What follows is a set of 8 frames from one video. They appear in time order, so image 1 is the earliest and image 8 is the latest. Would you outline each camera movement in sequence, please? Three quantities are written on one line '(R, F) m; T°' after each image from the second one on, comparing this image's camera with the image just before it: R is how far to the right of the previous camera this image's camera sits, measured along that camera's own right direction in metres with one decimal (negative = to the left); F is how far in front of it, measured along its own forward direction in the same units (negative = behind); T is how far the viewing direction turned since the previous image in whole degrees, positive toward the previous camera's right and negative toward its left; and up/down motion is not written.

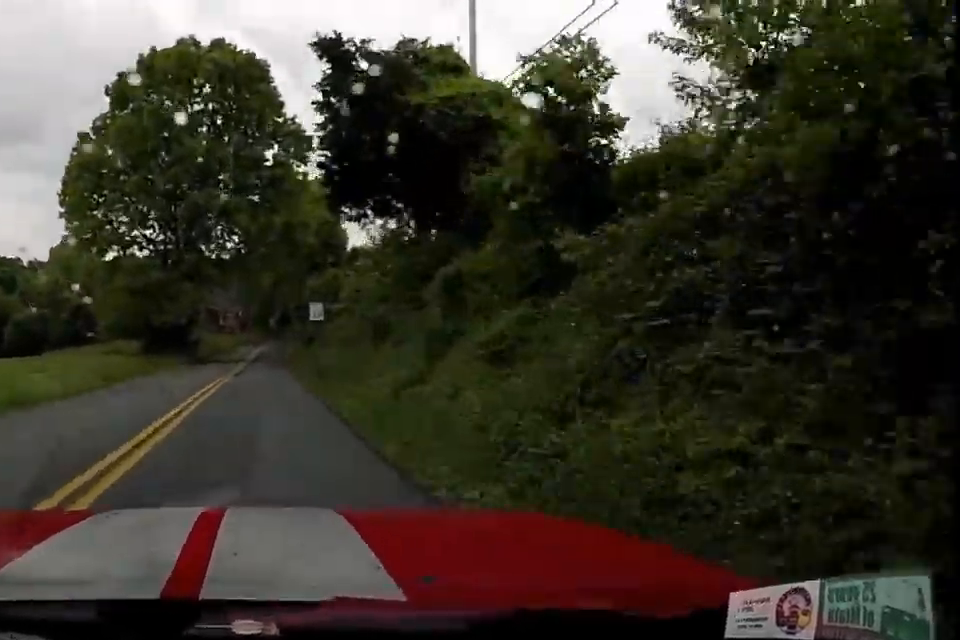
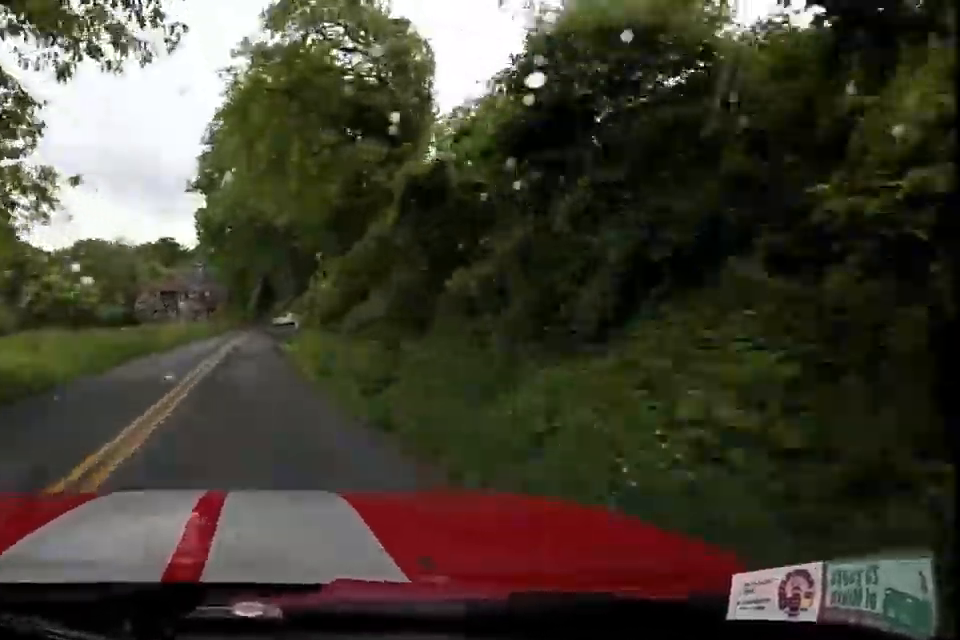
(+3.2, +27.5) m; +25°
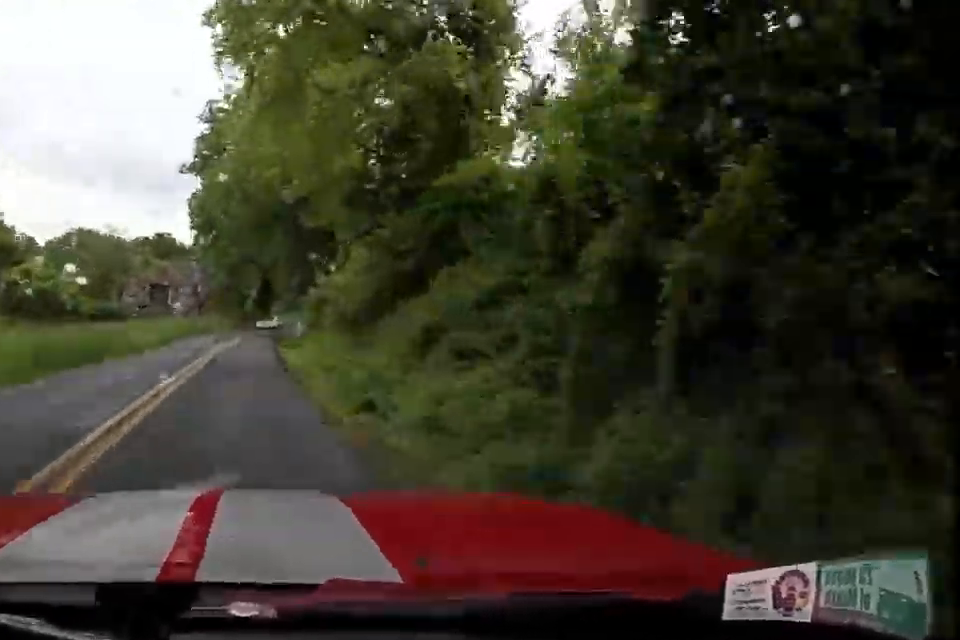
(+1.4, +7.3) m; +6°
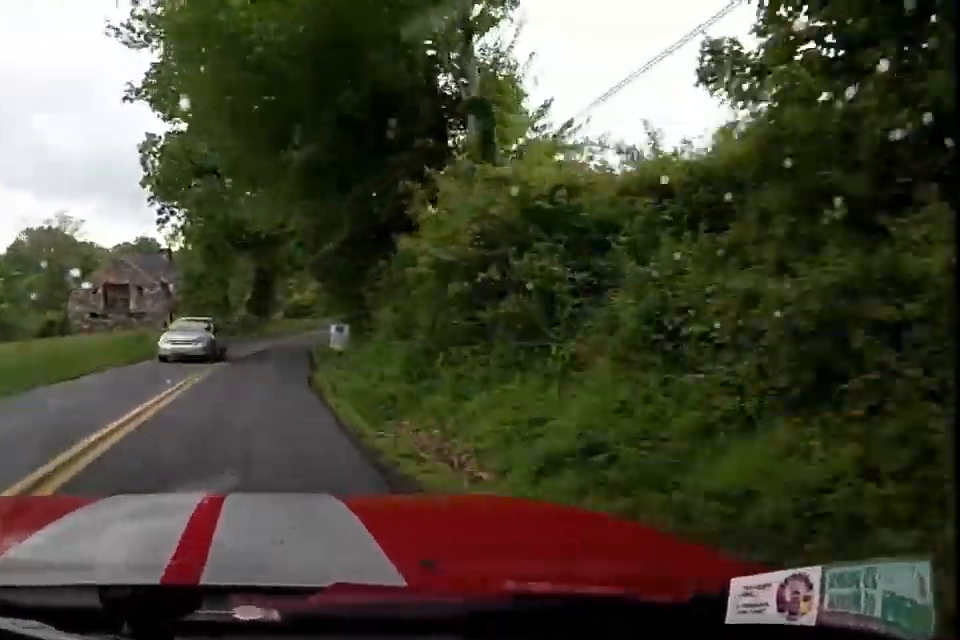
(-2.4, +21.5) m; -5°
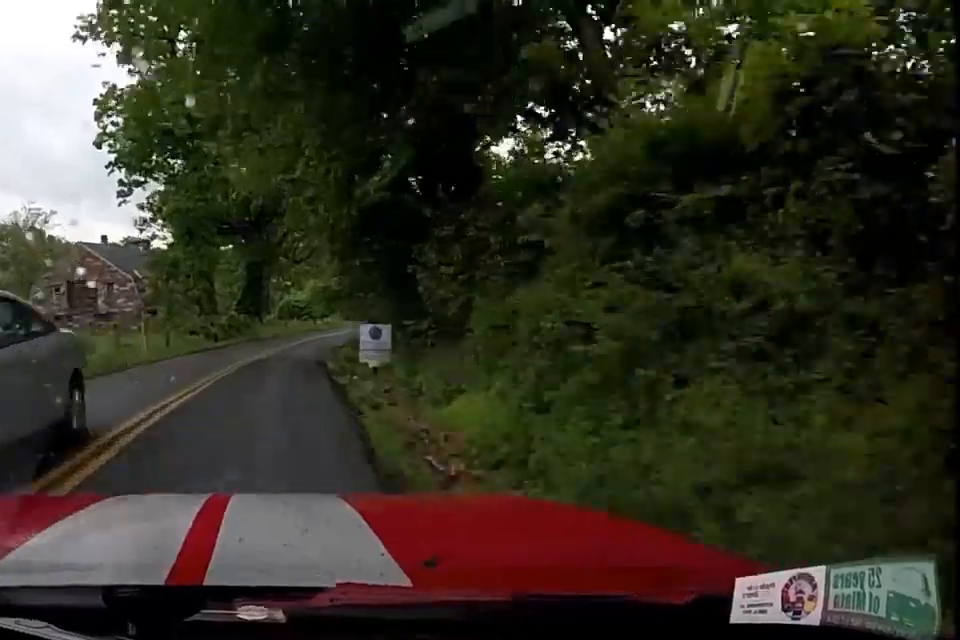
(+0.1, +8.6) m; +1°
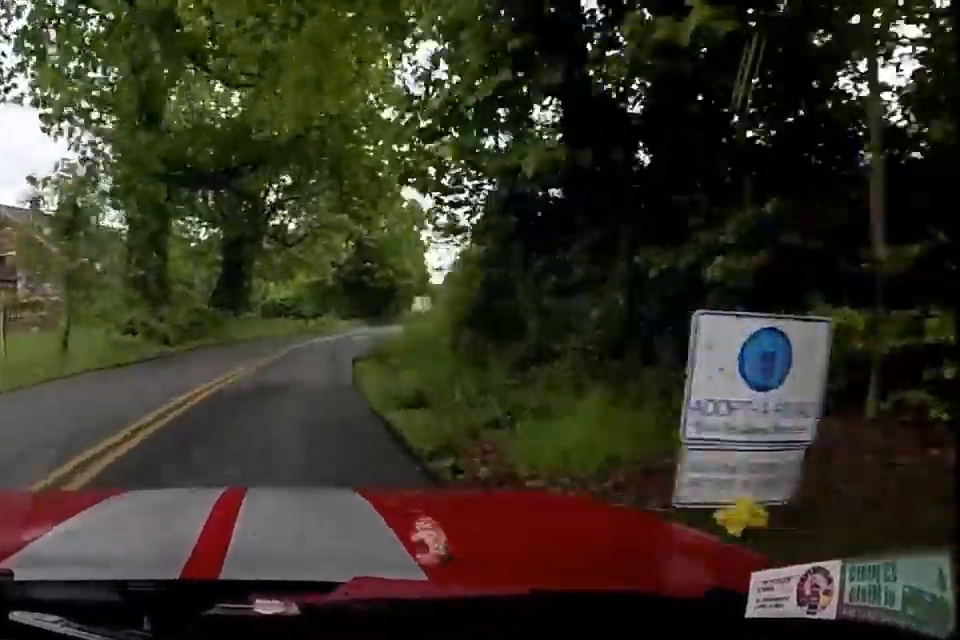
(+0.1, +12.7) m; +1°
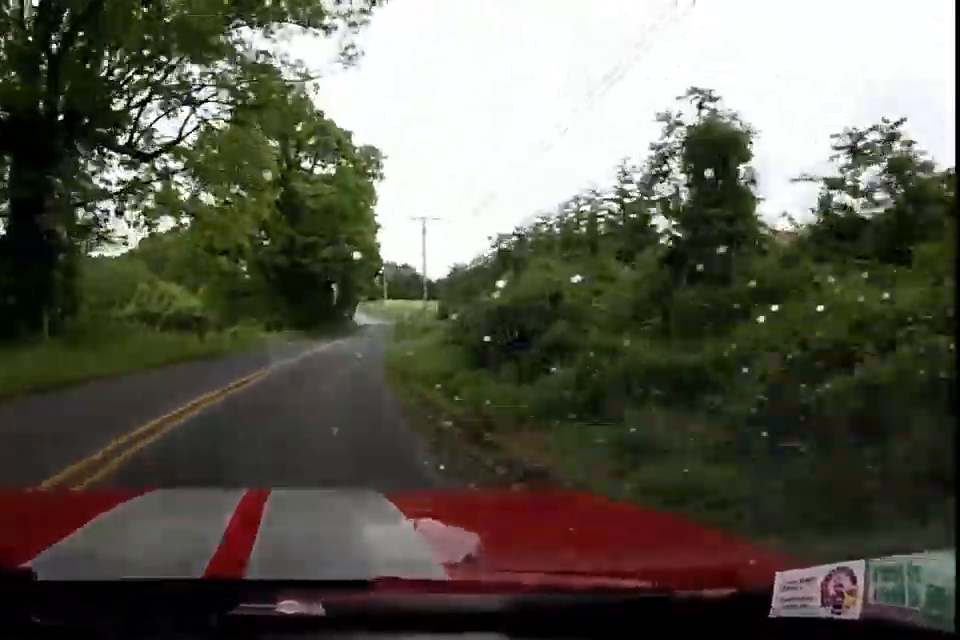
(+0.3, +26.5) m; +6°
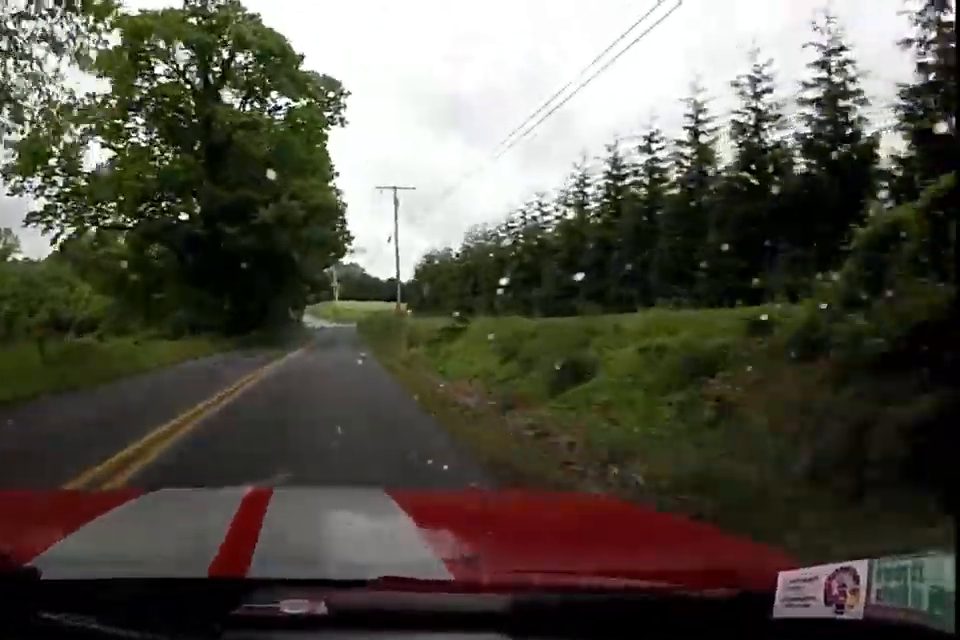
(+1.4, +15.5) m; +1°
